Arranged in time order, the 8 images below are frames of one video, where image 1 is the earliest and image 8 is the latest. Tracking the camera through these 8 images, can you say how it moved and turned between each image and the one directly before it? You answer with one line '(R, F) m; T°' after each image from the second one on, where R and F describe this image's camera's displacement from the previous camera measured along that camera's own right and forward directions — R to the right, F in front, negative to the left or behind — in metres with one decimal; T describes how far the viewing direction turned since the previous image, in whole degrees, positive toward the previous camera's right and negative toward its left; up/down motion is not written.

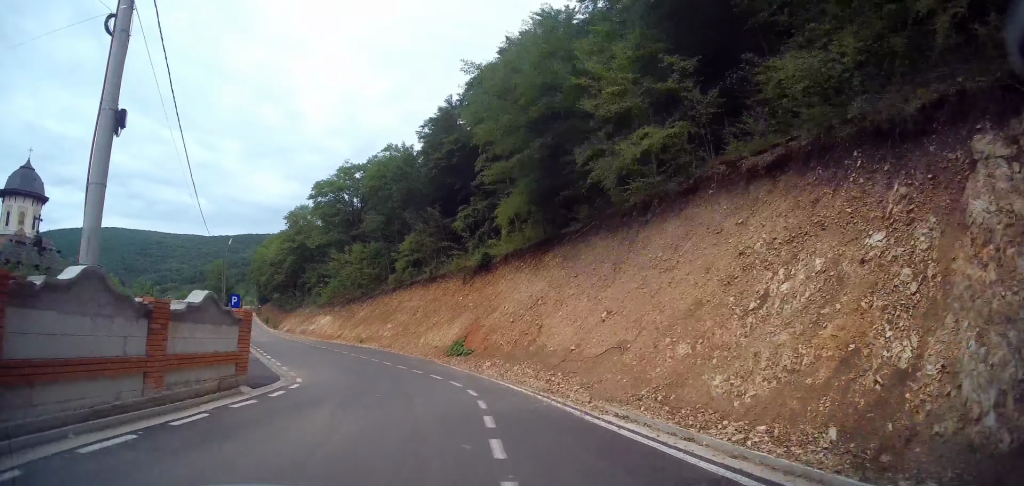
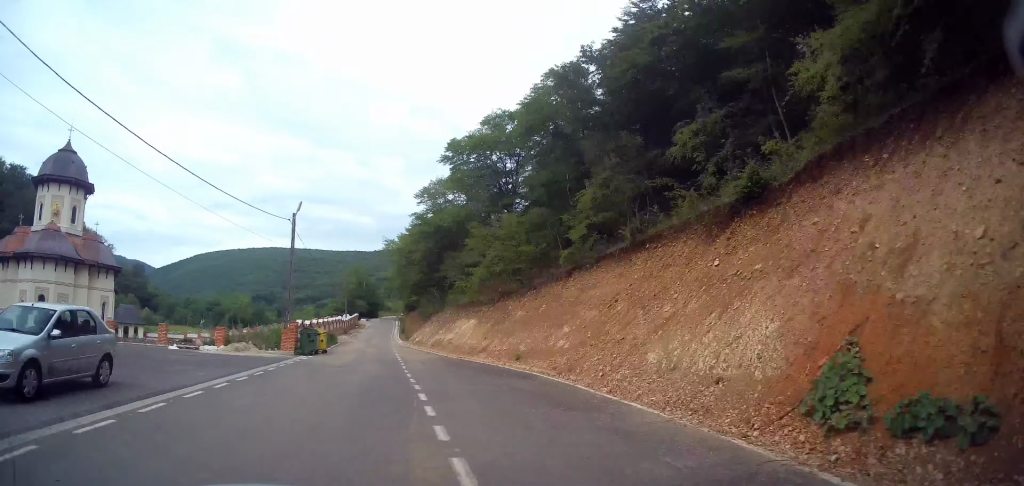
(-1.7, +20.5) m; -13°
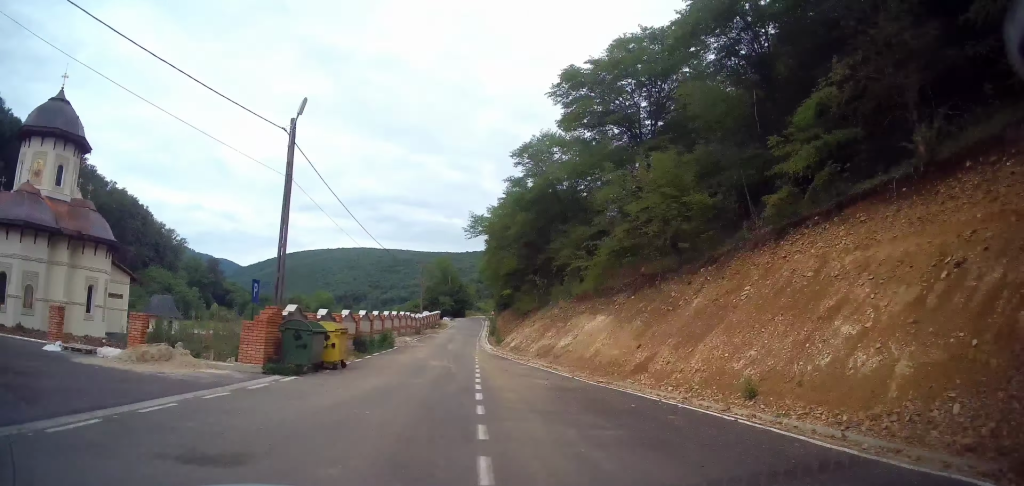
(-1.8, +15.4) m; -10°
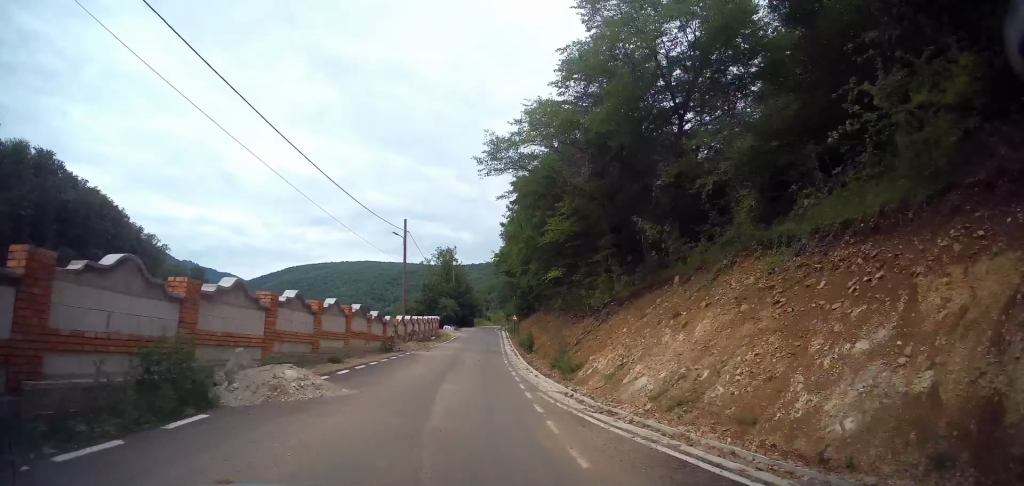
(-1.4, +24.5) m; -3°
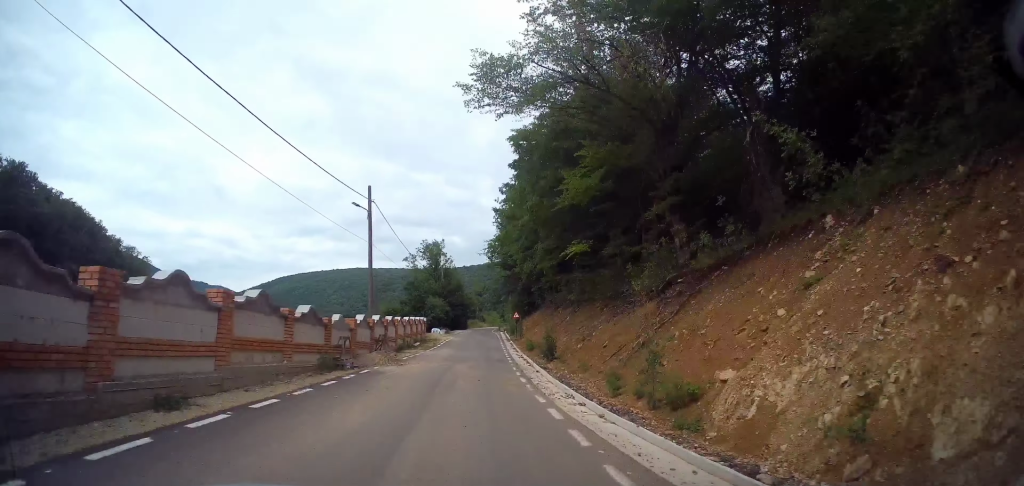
(+0.1, +9.2) m; +1°
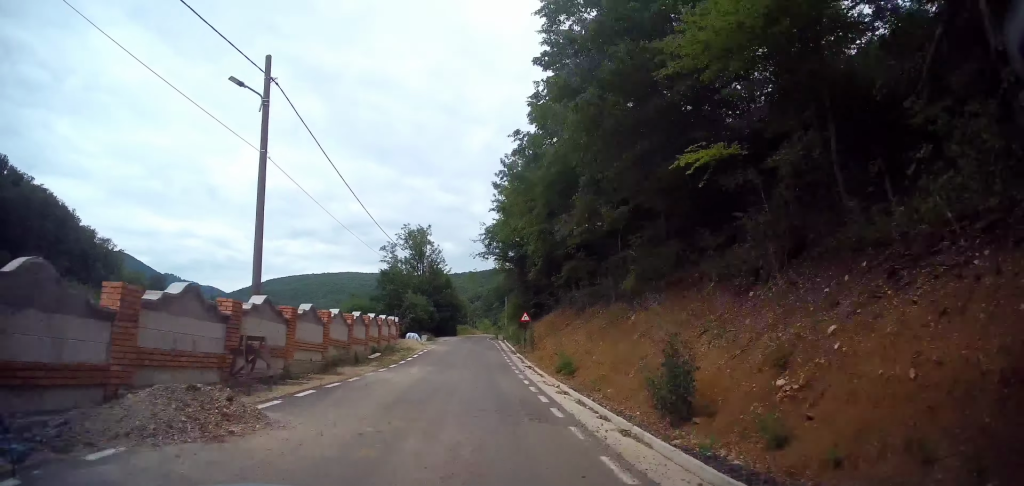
(+0.1, +13.2) m; +1°
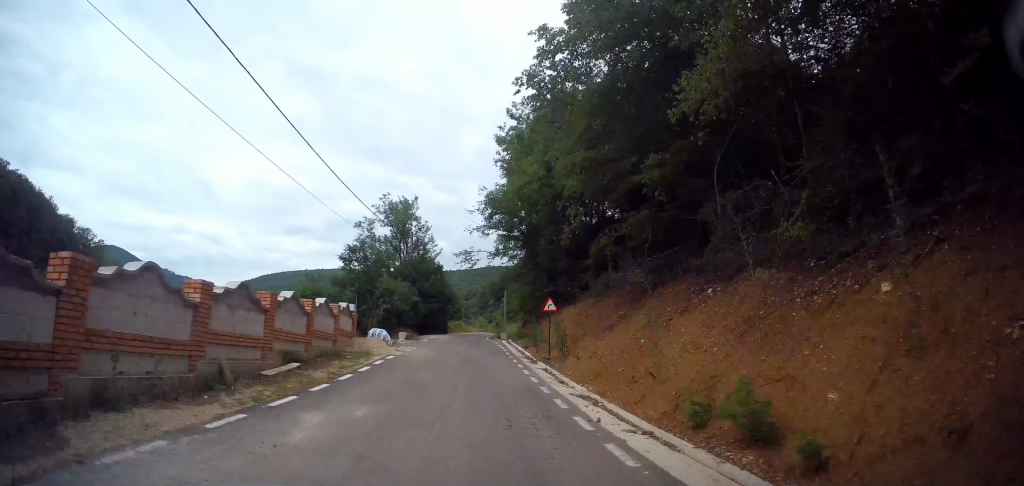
(+0.1, +11.0) m; +1°
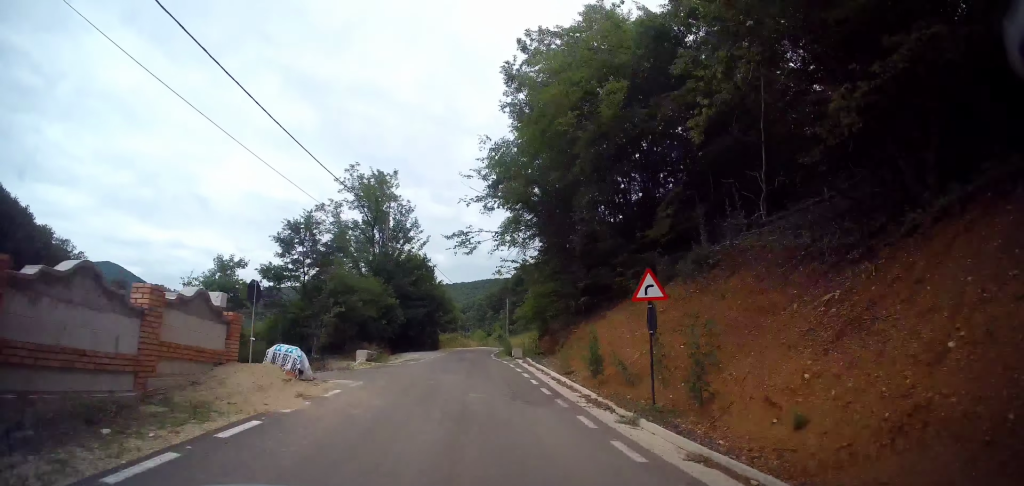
(+0.2, +11.6) m; +1°
